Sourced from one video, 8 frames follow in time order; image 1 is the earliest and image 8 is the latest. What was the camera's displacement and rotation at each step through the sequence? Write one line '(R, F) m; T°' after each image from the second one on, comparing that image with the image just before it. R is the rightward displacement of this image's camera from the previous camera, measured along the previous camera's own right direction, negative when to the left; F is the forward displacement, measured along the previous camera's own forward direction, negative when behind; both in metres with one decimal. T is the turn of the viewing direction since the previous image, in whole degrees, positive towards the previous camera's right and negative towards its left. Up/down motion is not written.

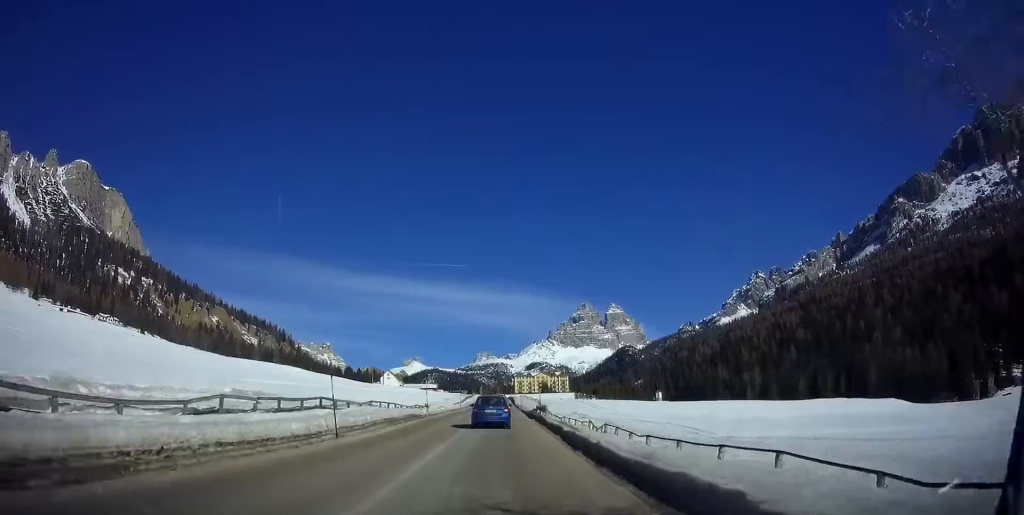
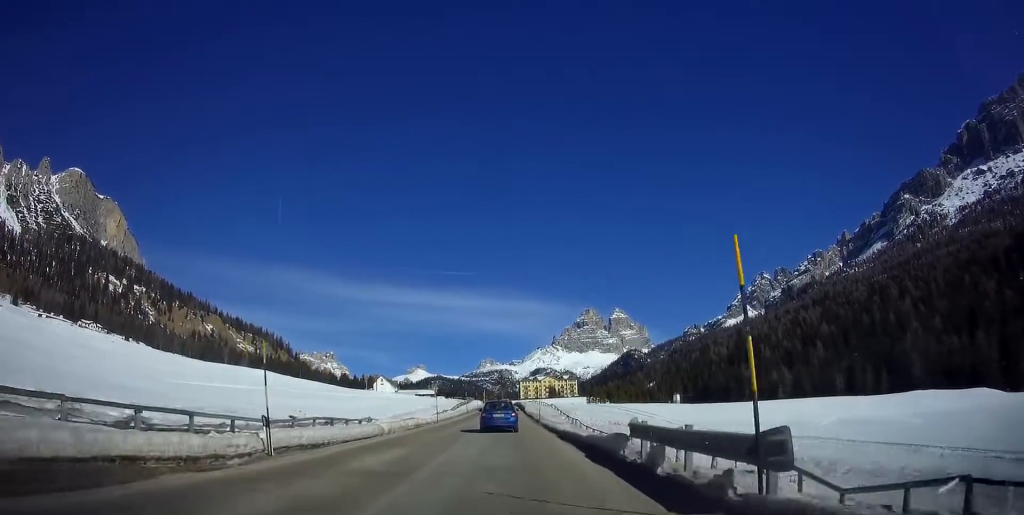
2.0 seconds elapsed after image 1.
(-0.1, +30.5) m; 0°
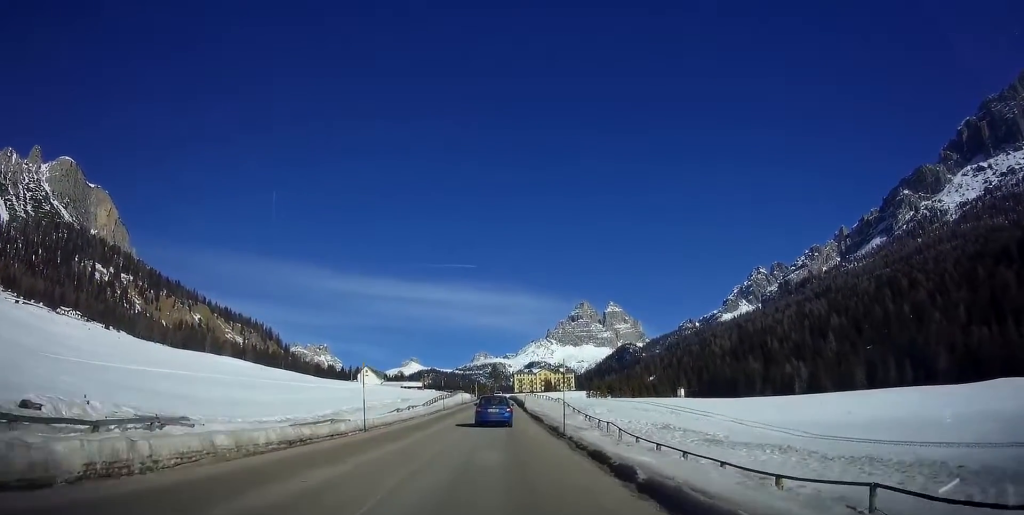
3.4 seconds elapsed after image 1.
(-0.2, +21.5) m; 0°
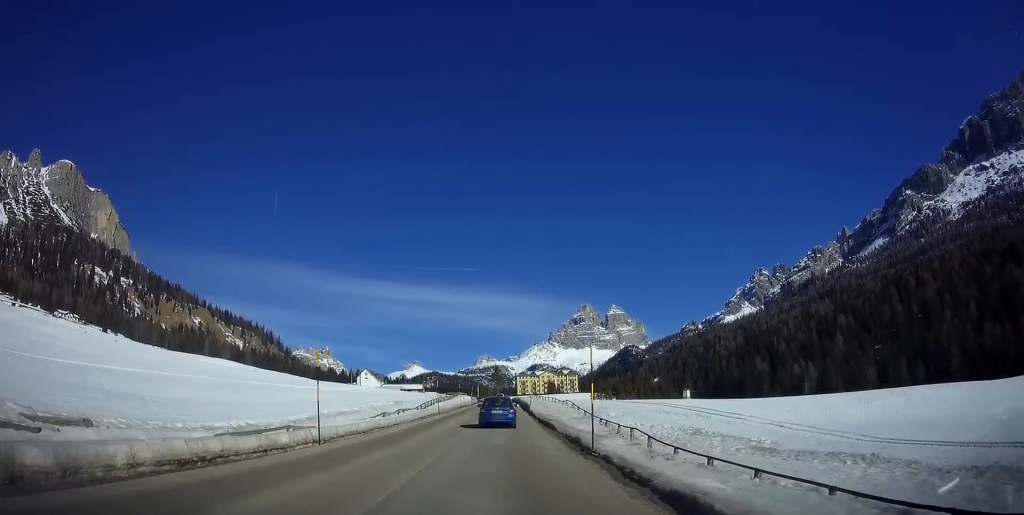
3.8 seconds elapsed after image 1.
(-0.1, +6.1) m; 0°
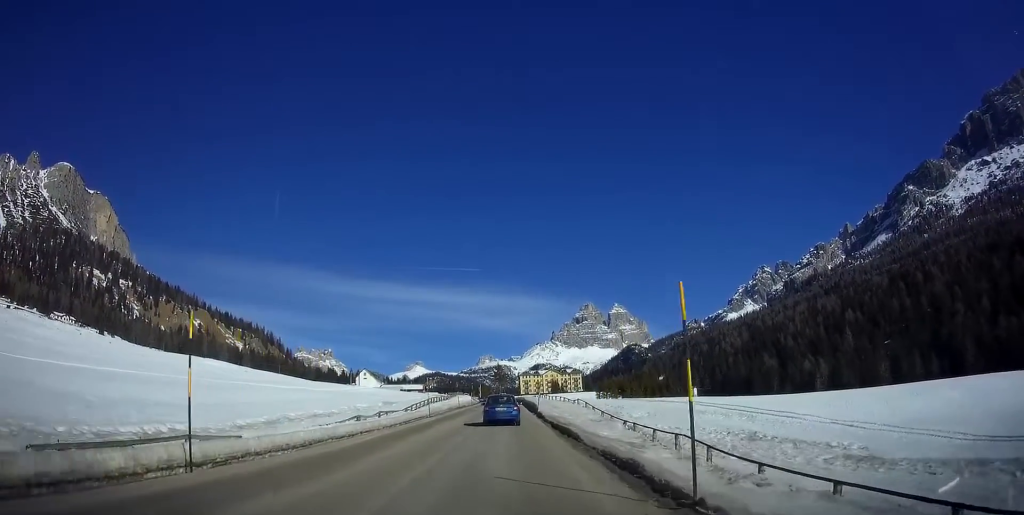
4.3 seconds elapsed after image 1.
(+0.1, +7.6) m; 0°
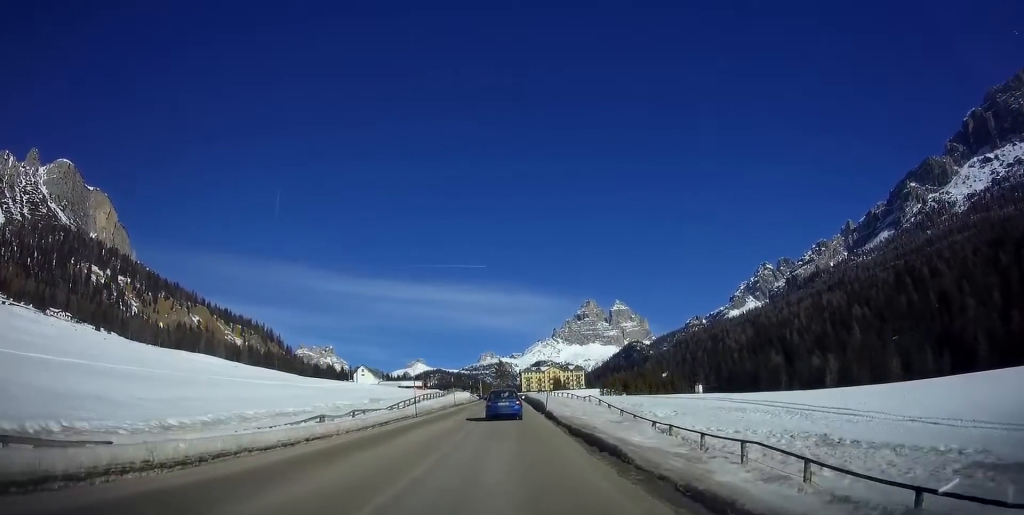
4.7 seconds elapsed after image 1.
(+0.1, +6.5) m; 0°
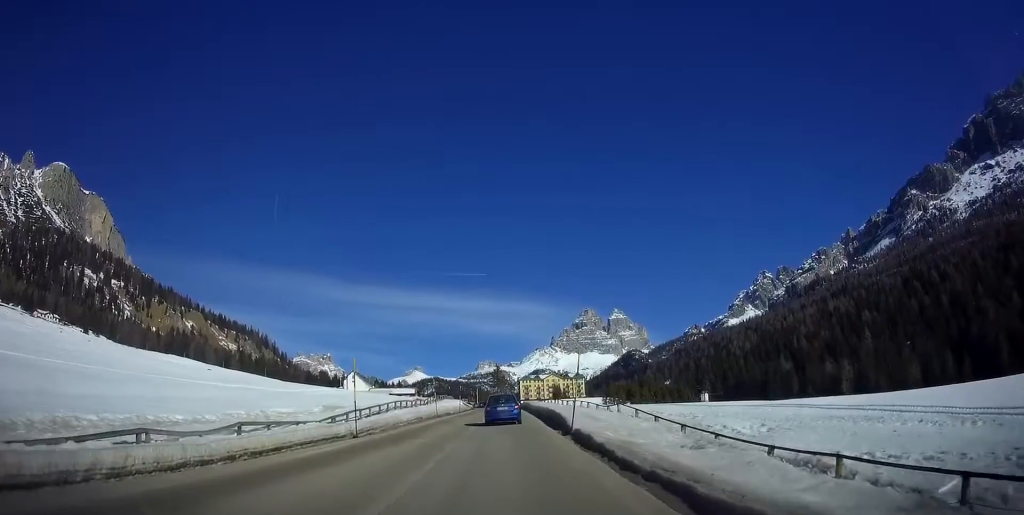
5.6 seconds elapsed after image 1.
(-0.2, +13.0) m; 0°
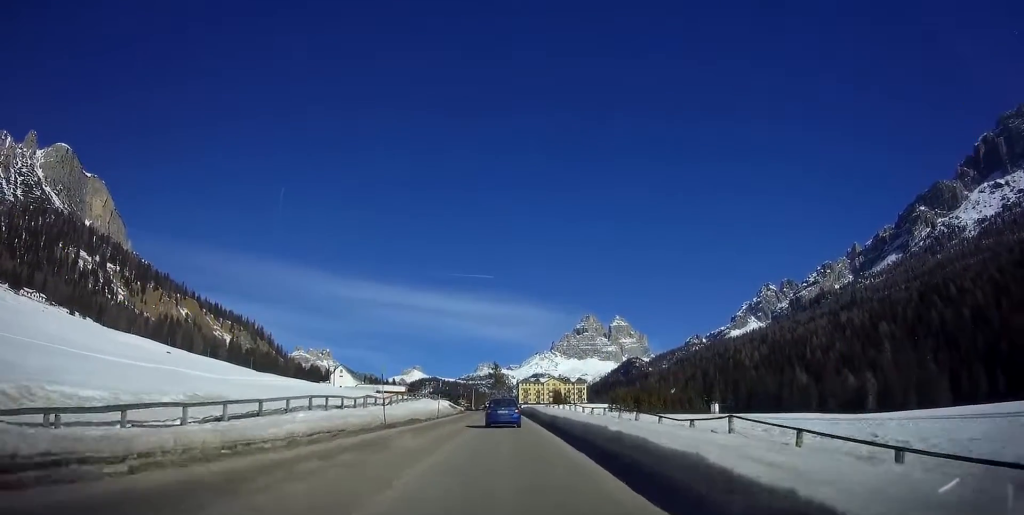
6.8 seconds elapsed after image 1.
(+0.1, +17.8) m; 0°
